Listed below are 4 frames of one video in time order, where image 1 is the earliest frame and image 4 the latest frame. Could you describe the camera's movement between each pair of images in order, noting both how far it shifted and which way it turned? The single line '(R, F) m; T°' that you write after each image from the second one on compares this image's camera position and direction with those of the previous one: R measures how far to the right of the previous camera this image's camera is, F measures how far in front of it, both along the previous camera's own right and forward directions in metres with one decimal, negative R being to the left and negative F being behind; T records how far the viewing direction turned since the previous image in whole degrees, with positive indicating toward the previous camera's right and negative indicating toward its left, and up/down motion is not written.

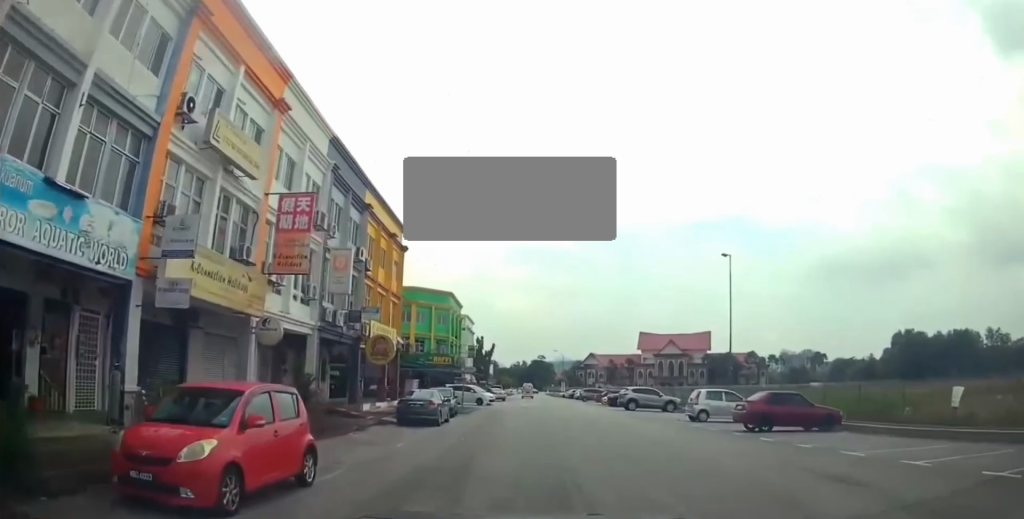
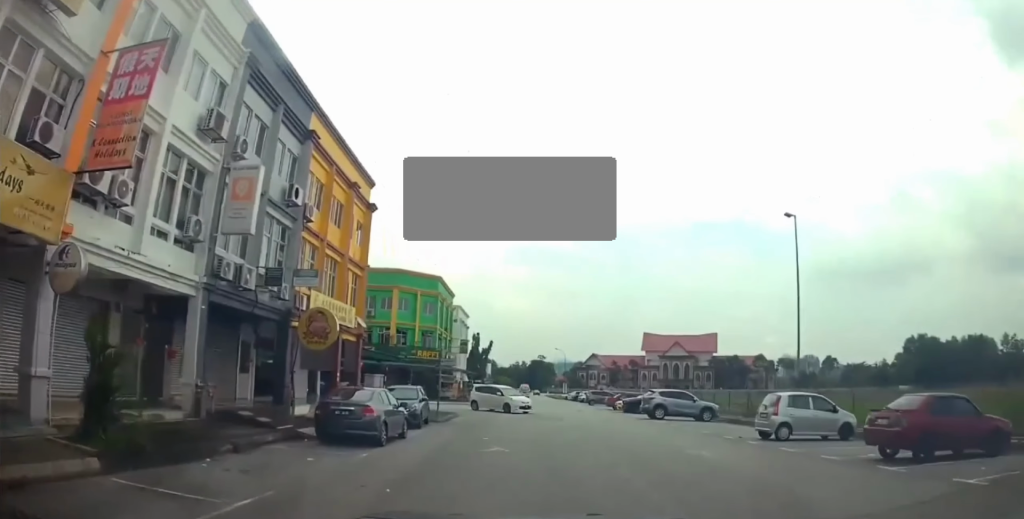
(0.0, +8.9) m; 0°
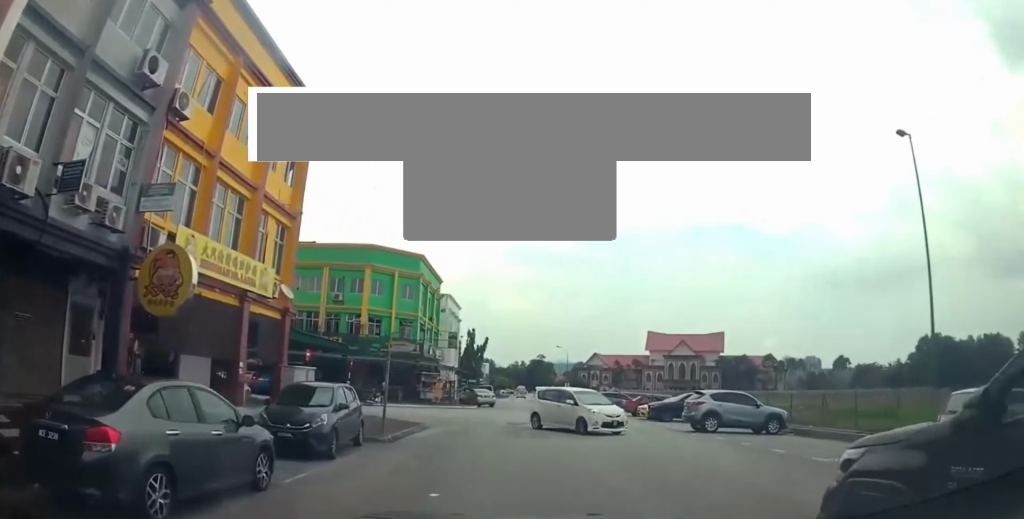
(0.0, +9.6) m; 0°
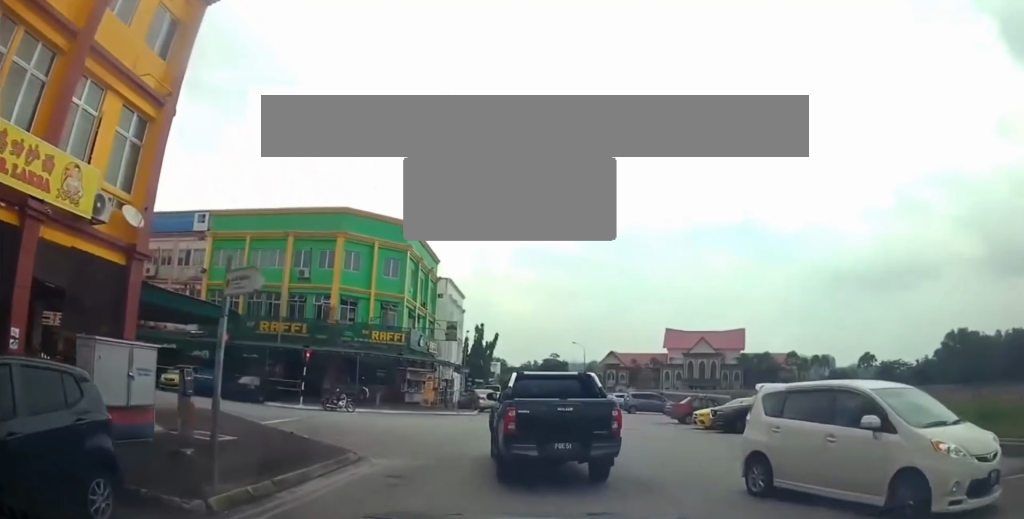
(0.0, +9.6) m; 0°
